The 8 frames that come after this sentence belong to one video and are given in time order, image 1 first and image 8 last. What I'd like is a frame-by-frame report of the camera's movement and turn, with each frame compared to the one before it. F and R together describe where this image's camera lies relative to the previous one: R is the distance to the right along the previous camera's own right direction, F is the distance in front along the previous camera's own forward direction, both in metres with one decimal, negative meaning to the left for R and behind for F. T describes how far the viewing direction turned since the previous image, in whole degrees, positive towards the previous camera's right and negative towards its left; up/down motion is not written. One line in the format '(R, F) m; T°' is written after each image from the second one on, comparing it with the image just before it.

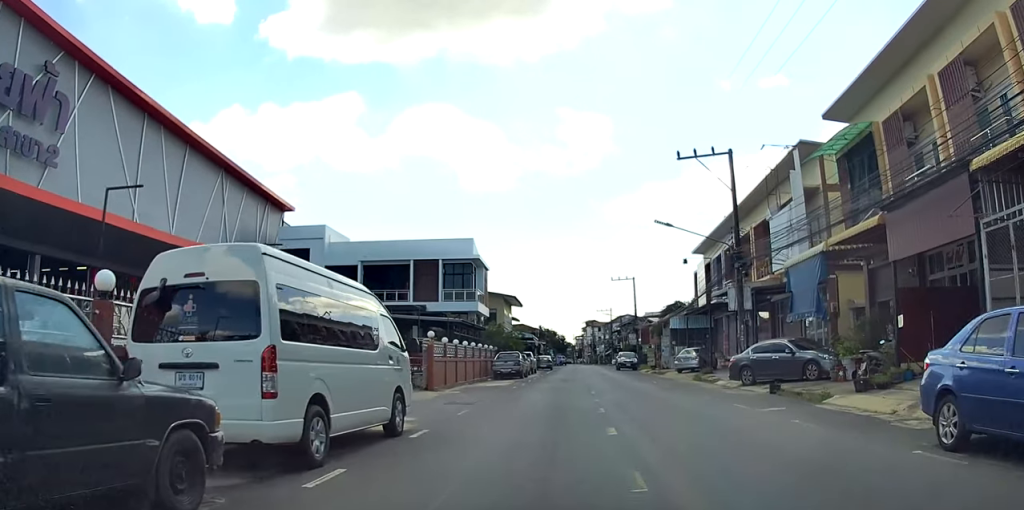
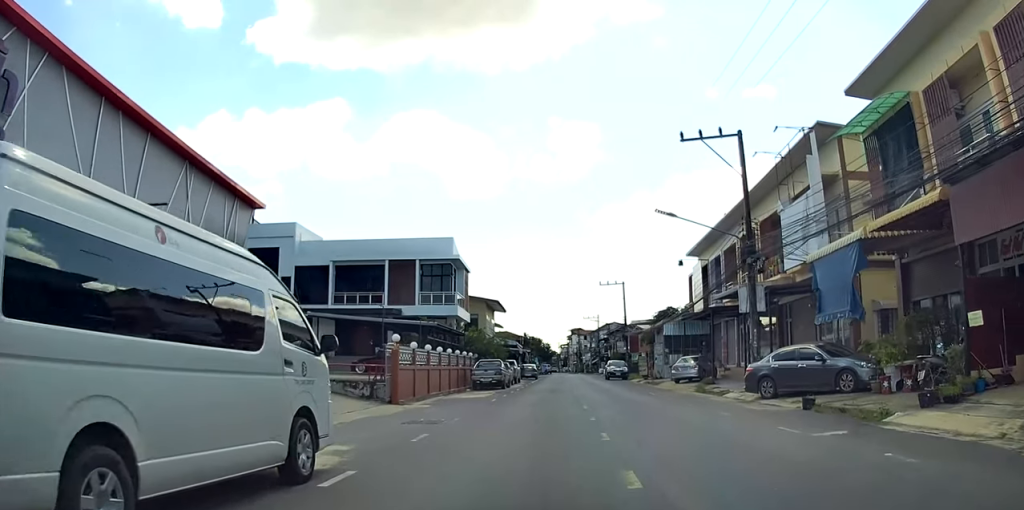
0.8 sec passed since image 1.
(-0.1, +3.9) m; 0°
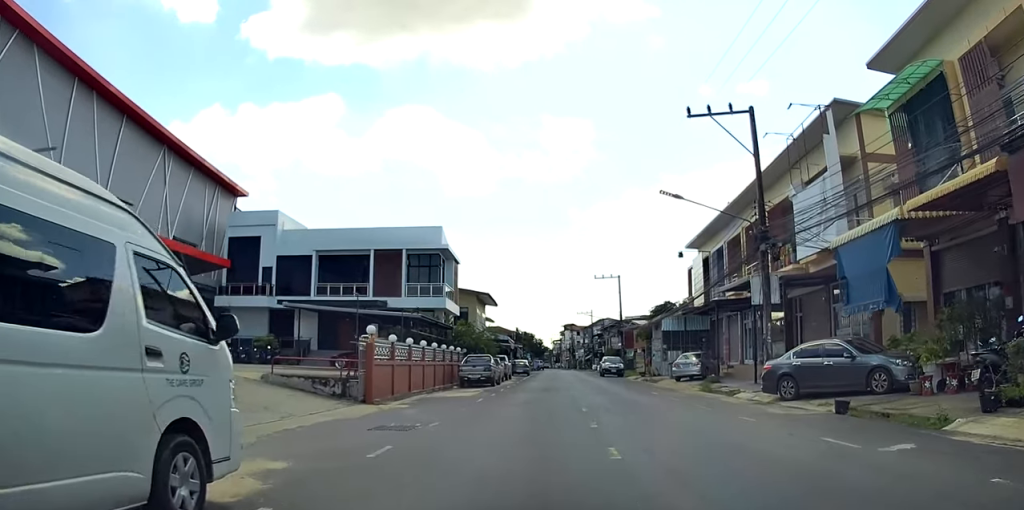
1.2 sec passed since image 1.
(+0.3, +2.6) m; -2°
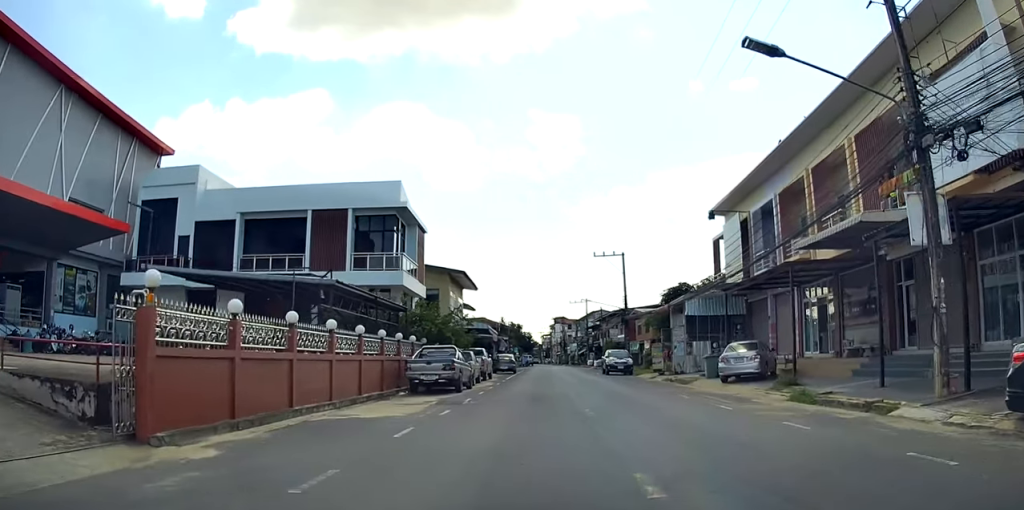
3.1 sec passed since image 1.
(+0.1, +11.3) m; +6°
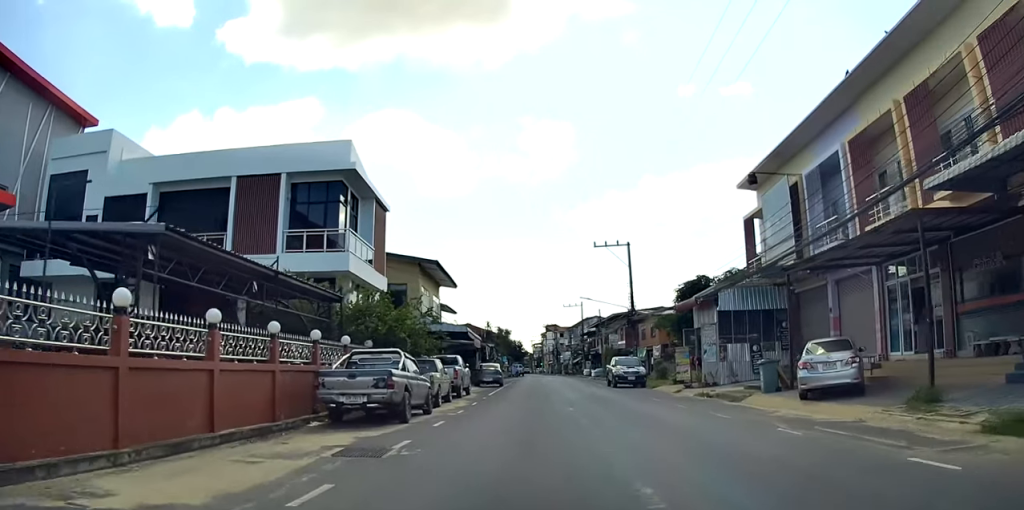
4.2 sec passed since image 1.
(+0.2, +8.0) m; +3°
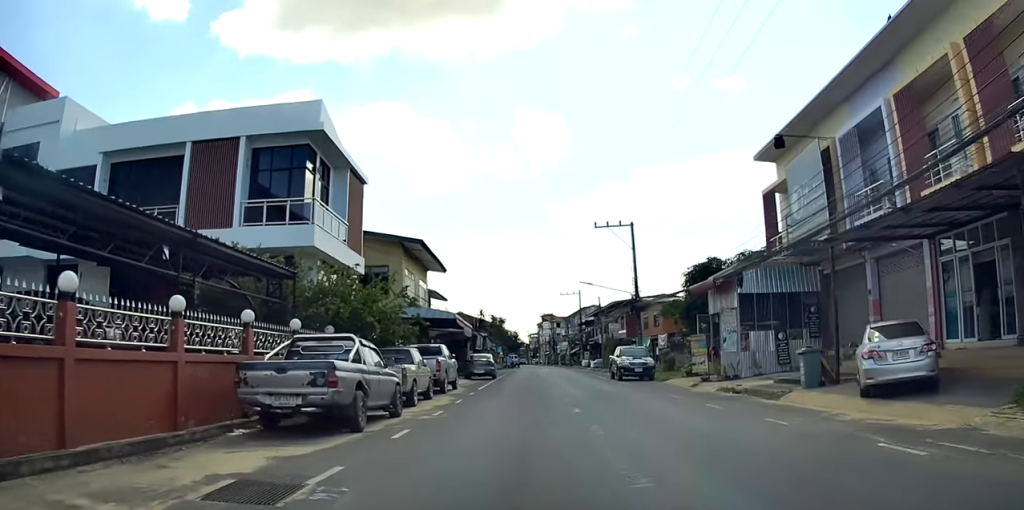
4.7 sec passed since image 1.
(-0.1, +3.4) m; +1°
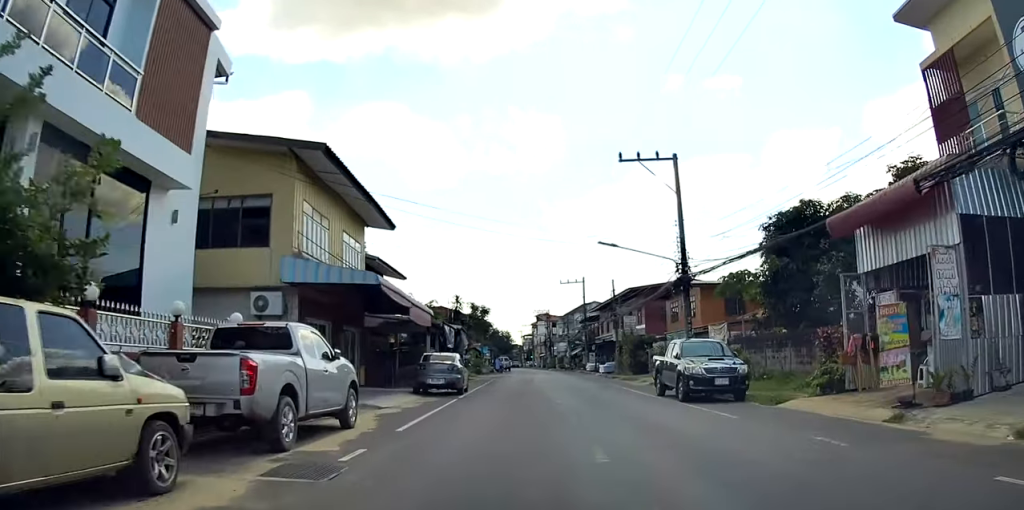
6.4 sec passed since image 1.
(+1.3, +14.3) m; +2°
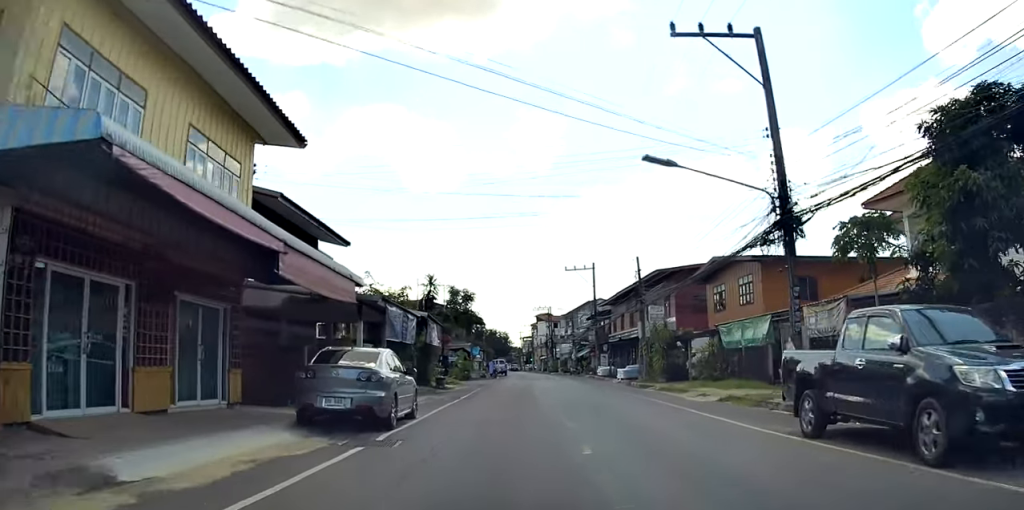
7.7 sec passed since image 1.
(-0.8, +11.3) m; -1°
